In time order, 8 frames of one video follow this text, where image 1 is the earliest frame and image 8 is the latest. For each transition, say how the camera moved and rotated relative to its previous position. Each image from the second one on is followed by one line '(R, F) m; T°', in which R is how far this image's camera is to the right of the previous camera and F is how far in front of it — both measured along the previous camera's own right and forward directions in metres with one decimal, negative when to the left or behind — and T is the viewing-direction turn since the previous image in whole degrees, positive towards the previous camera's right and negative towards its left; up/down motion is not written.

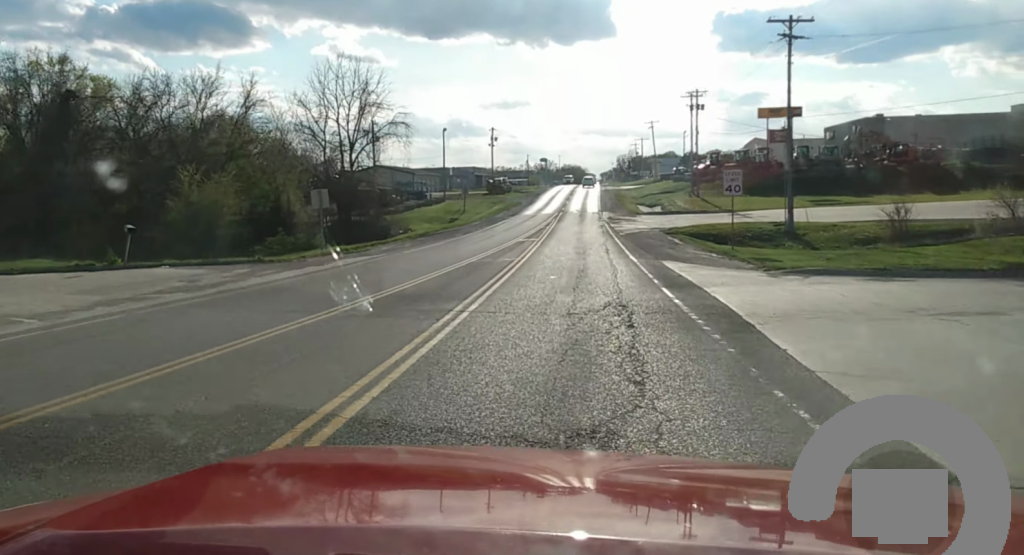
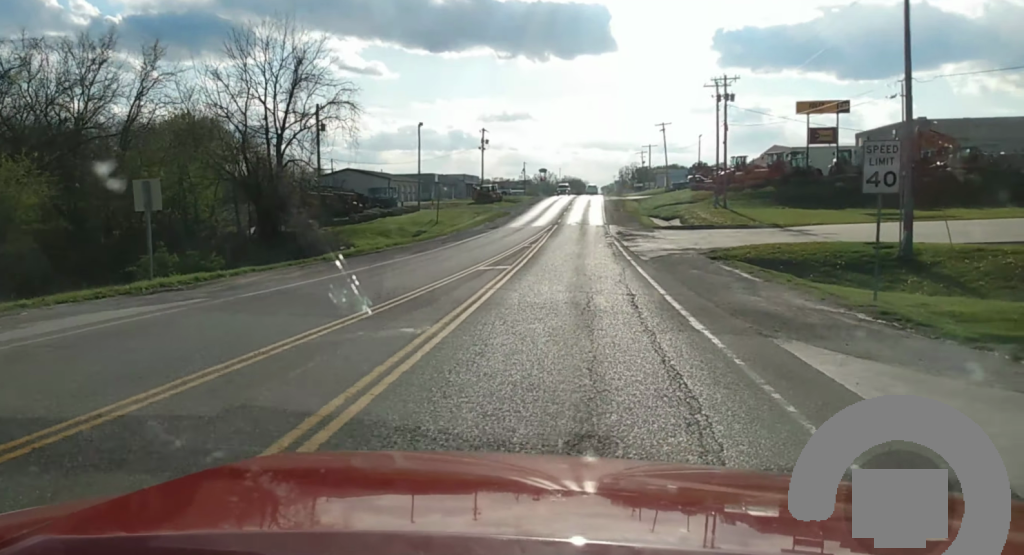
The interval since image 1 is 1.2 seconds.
(-0.1, +17.8) m; 0°
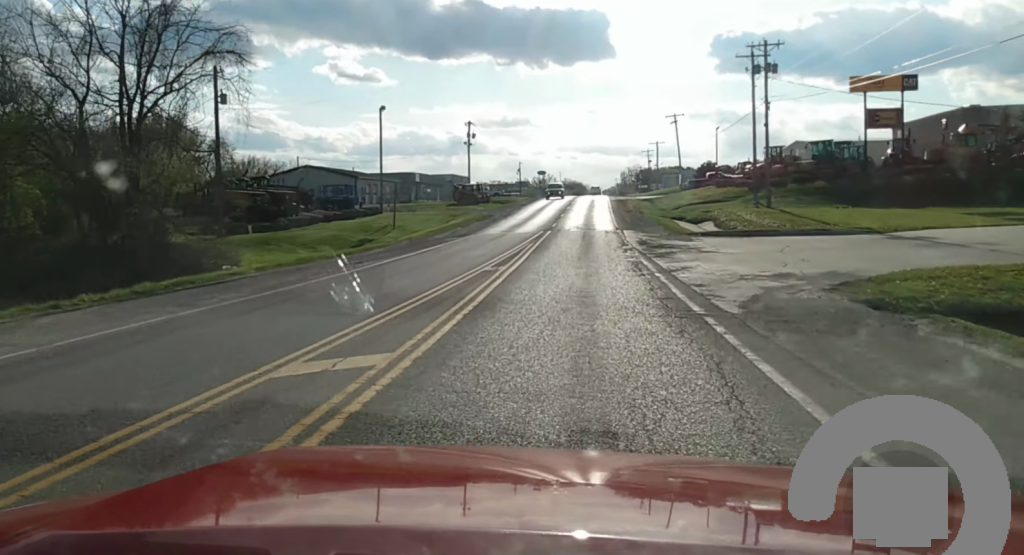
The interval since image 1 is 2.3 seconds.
(+0.1, +17.3) m; +1°
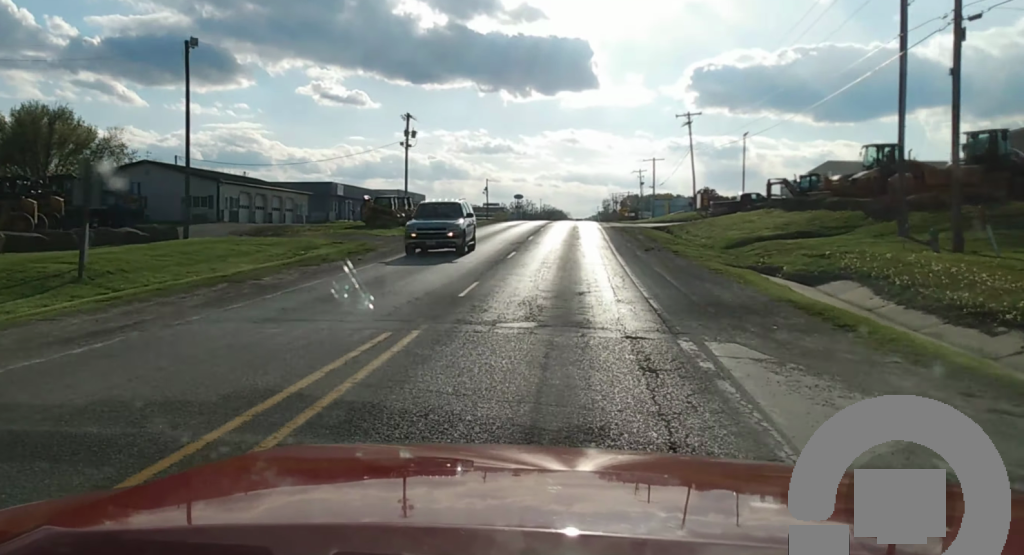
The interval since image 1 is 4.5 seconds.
(+0.2, +31.0) m; +1°
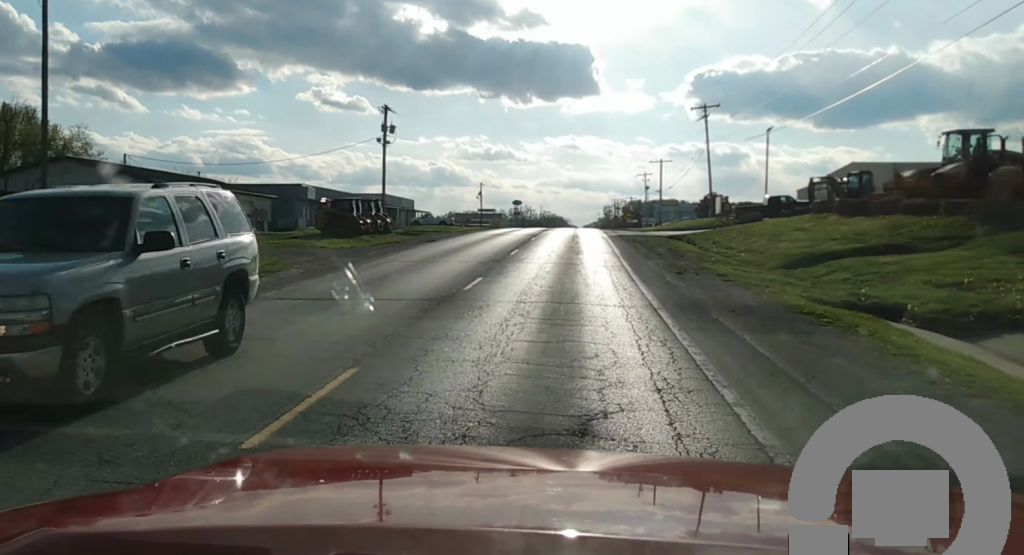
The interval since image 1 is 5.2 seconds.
(0.0, +10.4) m; 0°
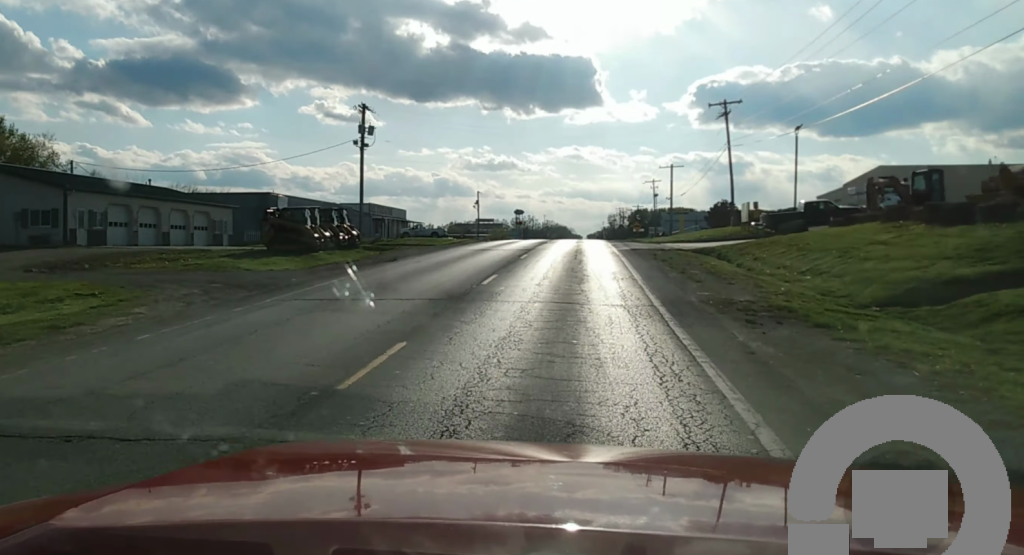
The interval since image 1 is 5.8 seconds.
(0.0, +10.5) m; 0°
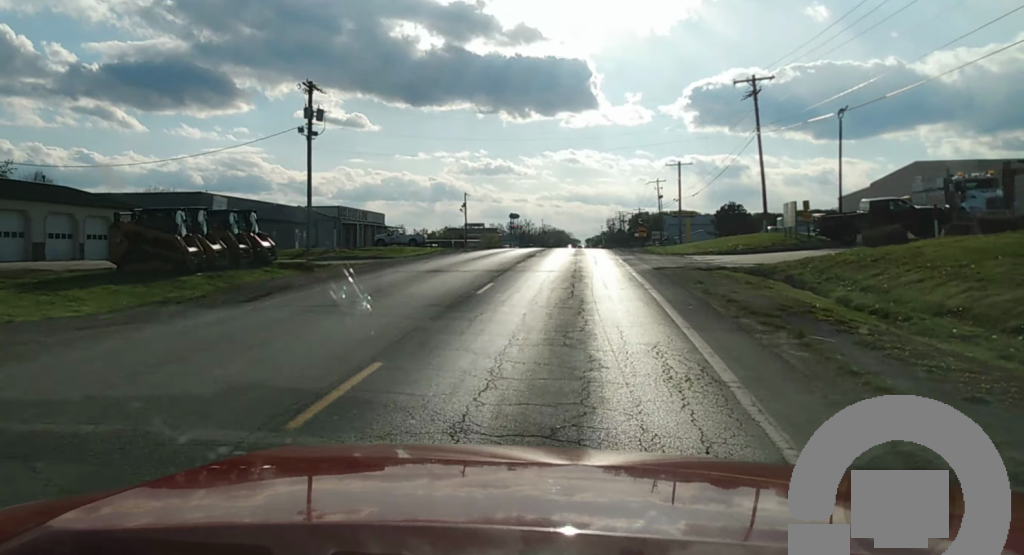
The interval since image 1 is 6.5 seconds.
(0.0, +13.2) m; 0°
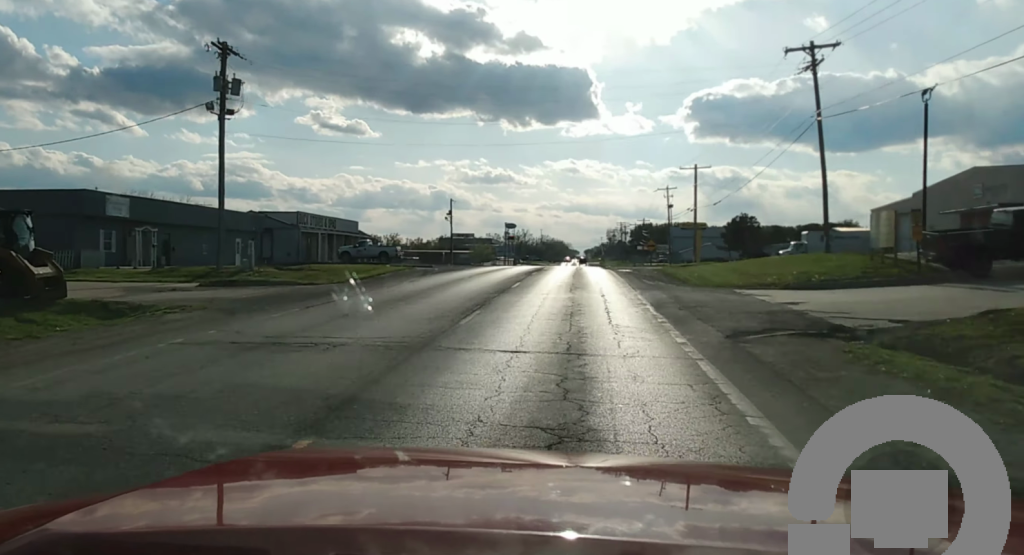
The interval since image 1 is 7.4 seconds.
(0.0, +15.2) m; 0°
